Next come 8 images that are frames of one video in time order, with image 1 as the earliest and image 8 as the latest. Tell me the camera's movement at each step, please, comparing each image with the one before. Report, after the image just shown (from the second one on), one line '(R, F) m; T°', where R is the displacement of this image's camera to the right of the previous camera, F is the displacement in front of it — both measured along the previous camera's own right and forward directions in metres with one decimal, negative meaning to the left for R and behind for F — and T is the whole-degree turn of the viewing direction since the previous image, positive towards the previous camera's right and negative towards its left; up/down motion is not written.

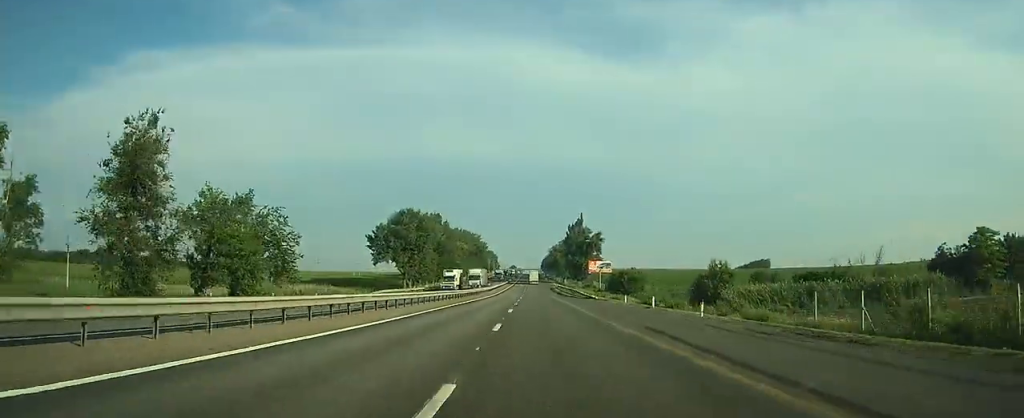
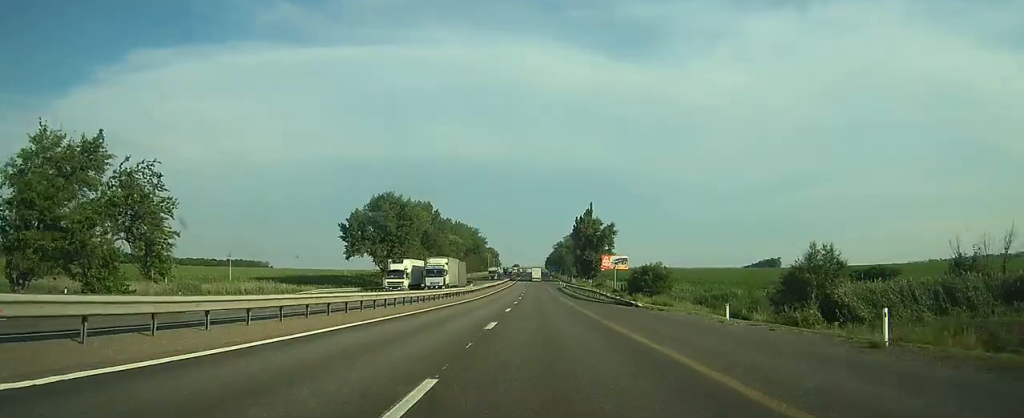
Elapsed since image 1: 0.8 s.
(0.0, +20.6) m; 0°
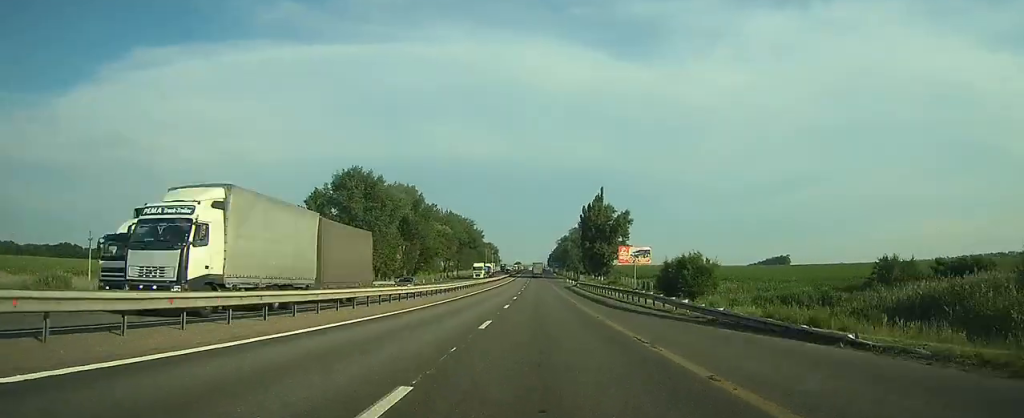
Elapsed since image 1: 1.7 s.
(-0.1, +20.7) m; 0°
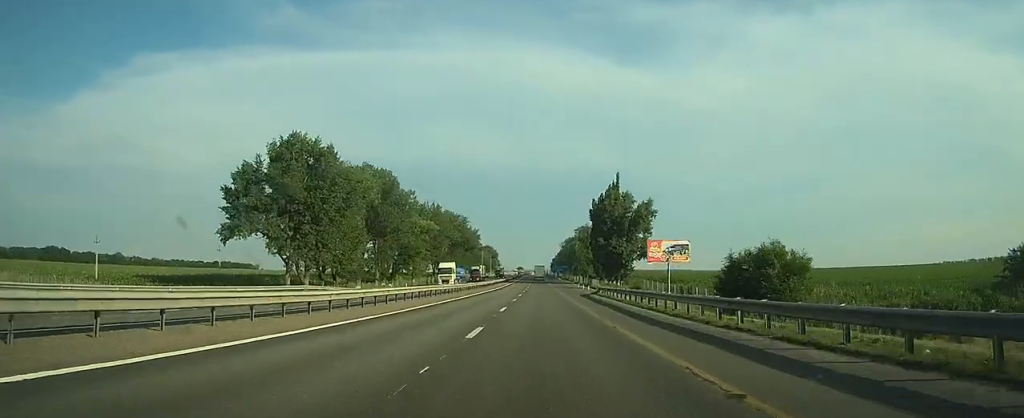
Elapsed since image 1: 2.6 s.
(0.0, +23.2) m; 0°
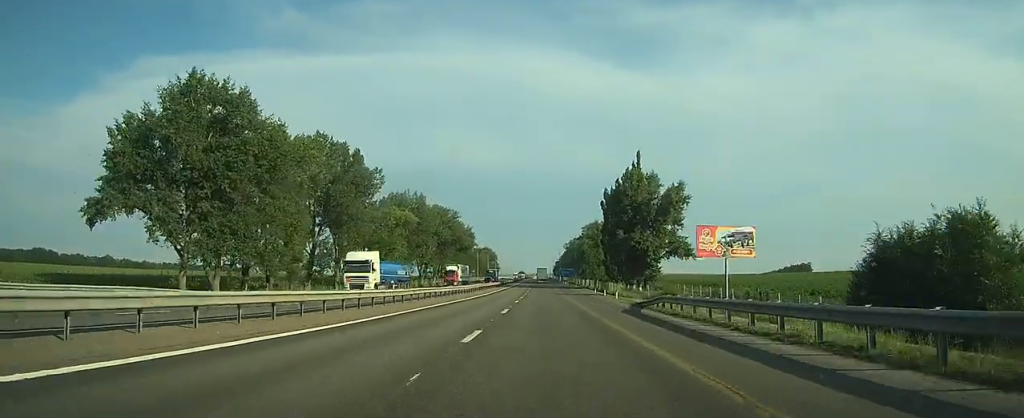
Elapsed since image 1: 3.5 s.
(0.0, +24.1) m; 0°
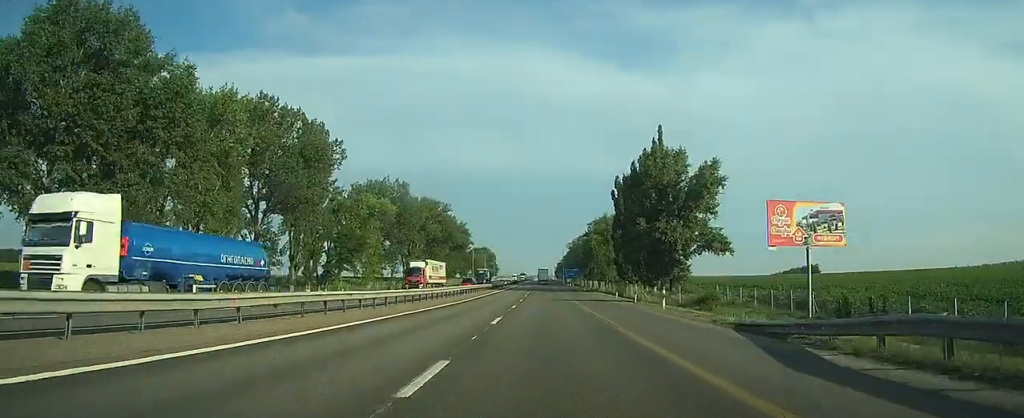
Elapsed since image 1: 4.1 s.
(0.0, +20.3) m; 0°
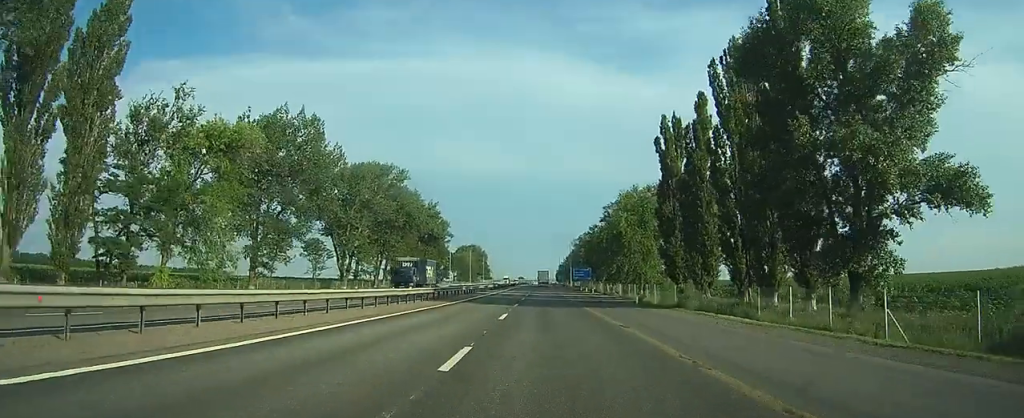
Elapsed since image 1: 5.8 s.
(-0.3, +53.7) m; 0°
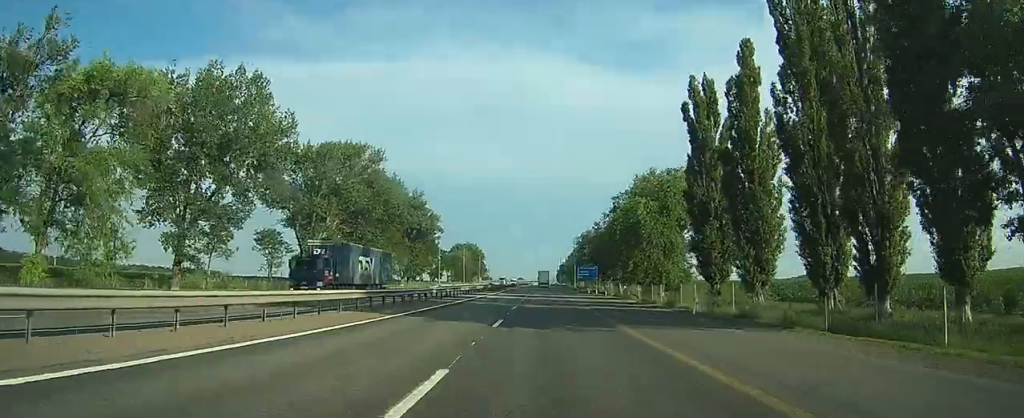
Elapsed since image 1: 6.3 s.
(-0.1, +17.3) m; 0°
